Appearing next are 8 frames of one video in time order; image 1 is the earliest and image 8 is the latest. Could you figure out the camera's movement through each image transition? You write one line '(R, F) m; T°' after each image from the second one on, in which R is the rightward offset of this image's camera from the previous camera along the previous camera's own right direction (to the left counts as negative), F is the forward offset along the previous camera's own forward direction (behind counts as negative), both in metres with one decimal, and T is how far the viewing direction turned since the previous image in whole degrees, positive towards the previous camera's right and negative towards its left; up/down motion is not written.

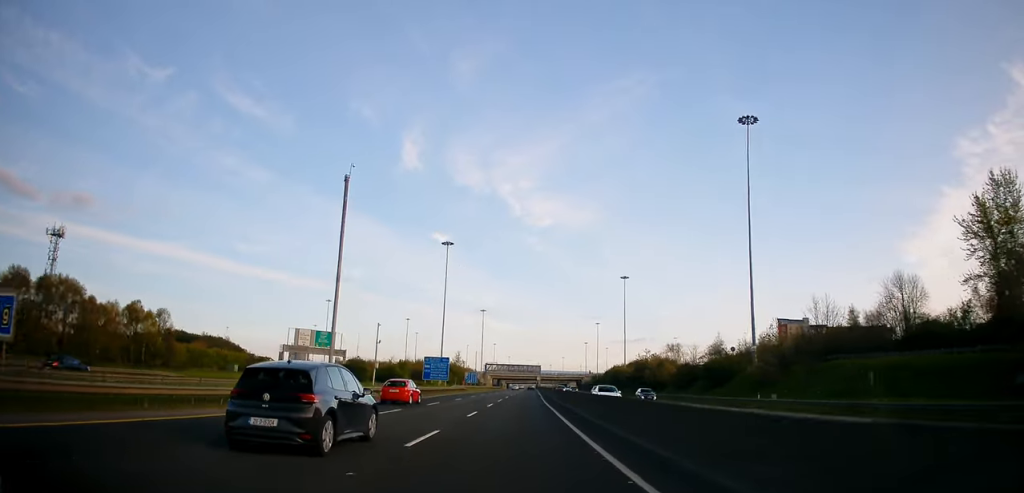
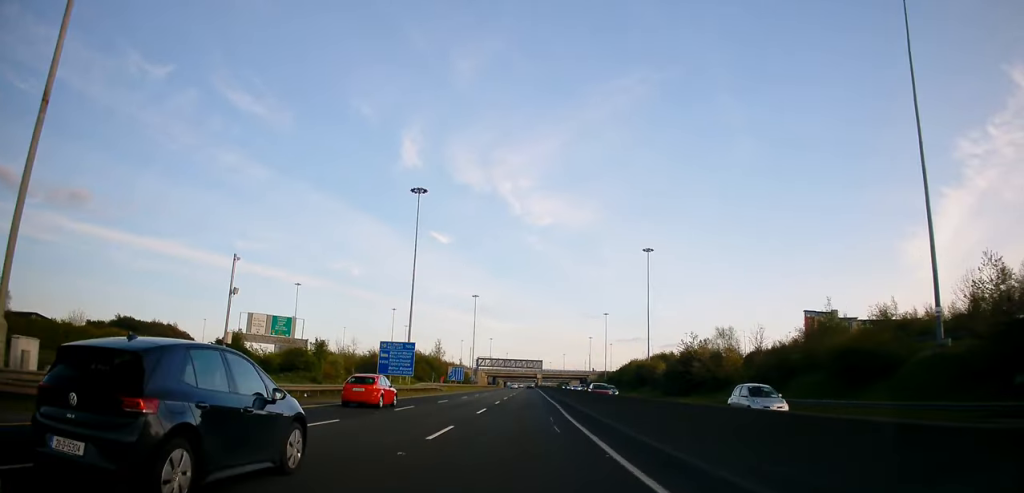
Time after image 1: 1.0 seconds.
(-0.2, +33.7) m; 0°
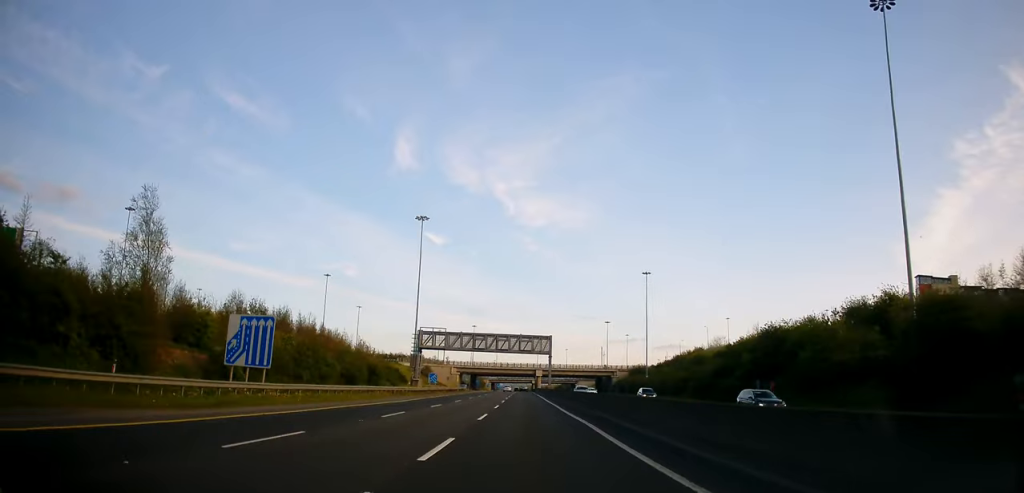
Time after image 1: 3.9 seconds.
(+1.2, +97.0) m; +1°
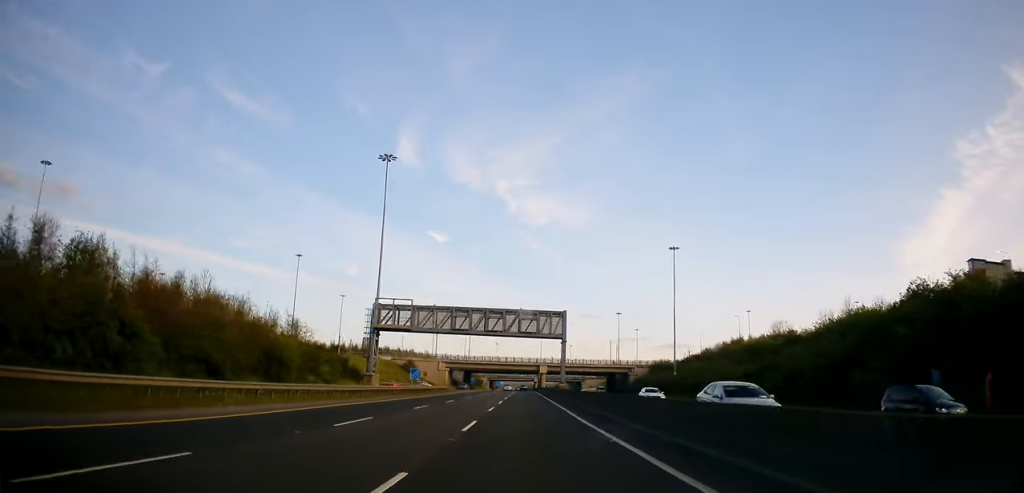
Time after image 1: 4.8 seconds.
(-0.1, +29.5) m; 0°
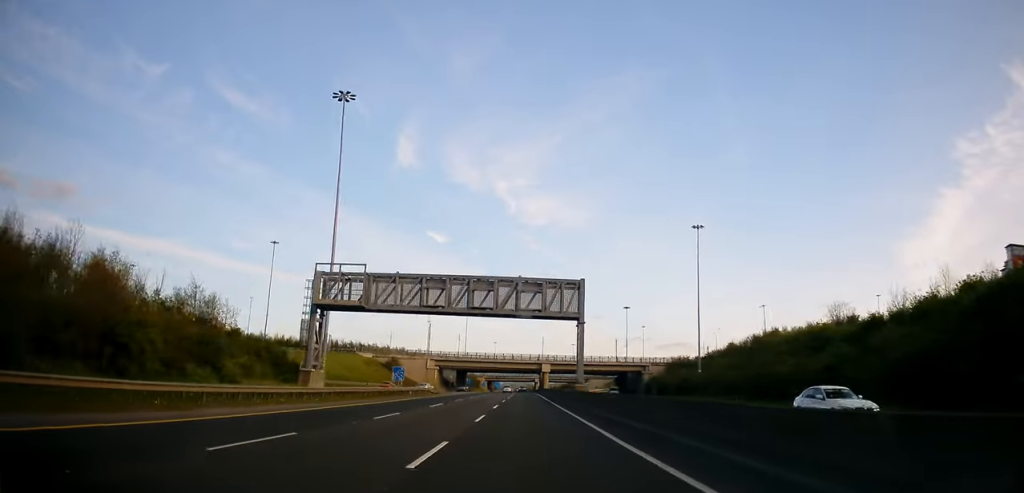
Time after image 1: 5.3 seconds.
(0.0, +18.7) m; 0°
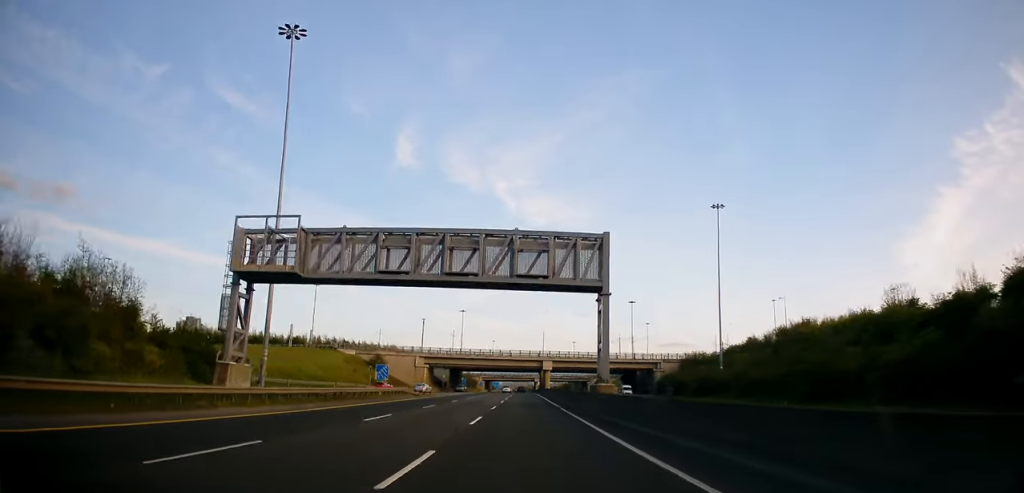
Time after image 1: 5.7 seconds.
(0.0, +13.4) m; 0°
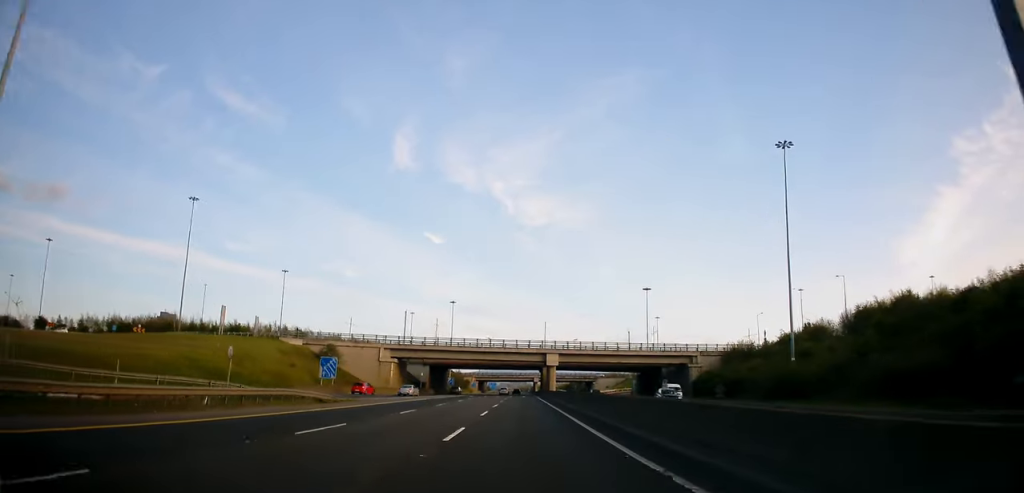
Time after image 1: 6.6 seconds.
(0.0, +29.4) m; 0°
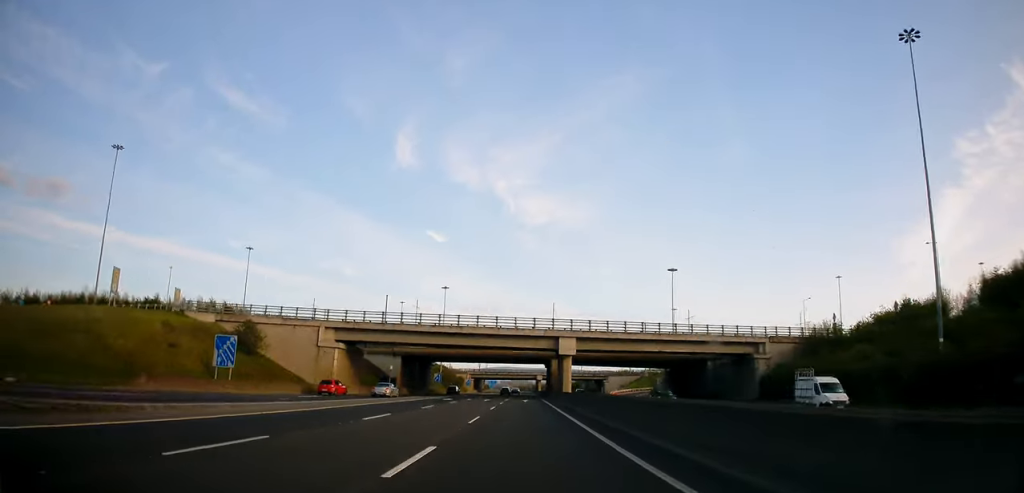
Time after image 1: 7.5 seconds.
(+0.1, +29.5) m; 0°
